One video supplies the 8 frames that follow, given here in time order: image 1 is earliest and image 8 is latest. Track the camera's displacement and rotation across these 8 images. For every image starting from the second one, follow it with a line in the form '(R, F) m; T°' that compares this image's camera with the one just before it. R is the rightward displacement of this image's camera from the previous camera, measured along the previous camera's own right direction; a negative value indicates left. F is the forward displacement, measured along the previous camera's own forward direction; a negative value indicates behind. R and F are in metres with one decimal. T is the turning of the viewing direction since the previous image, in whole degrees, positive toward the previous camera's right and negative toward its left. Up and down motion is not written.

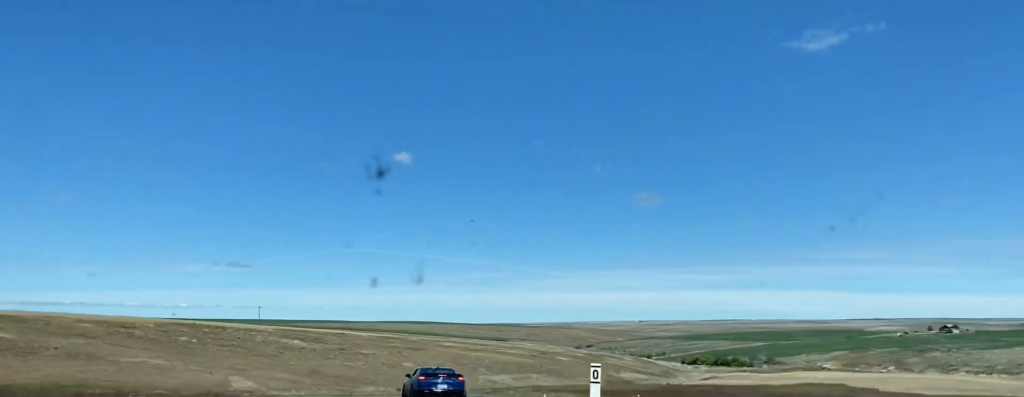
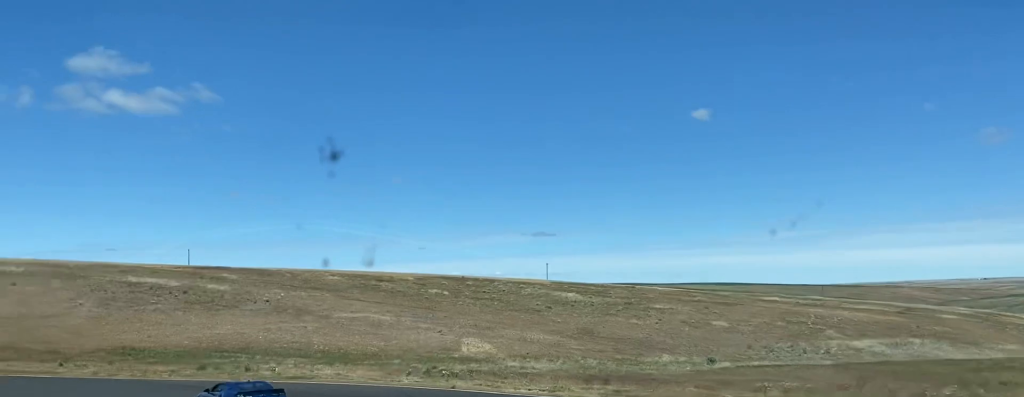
(-4.3, +52.7) m; -20°
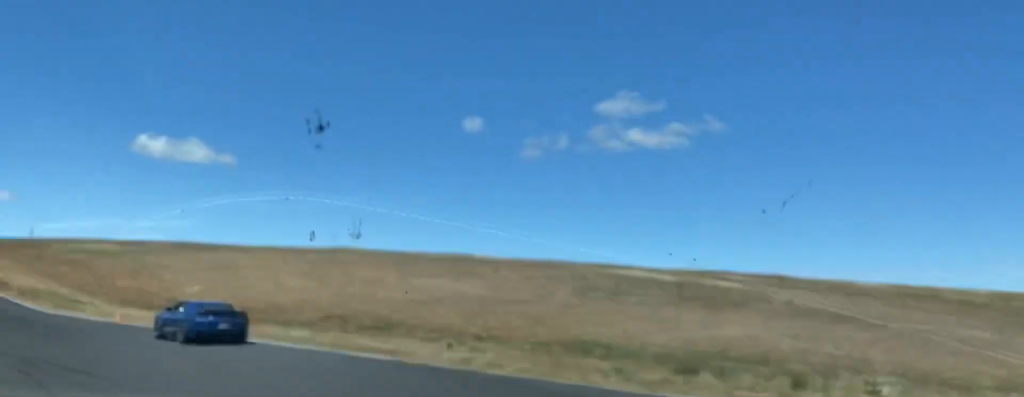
(-8.9, +31.5) m; -33°
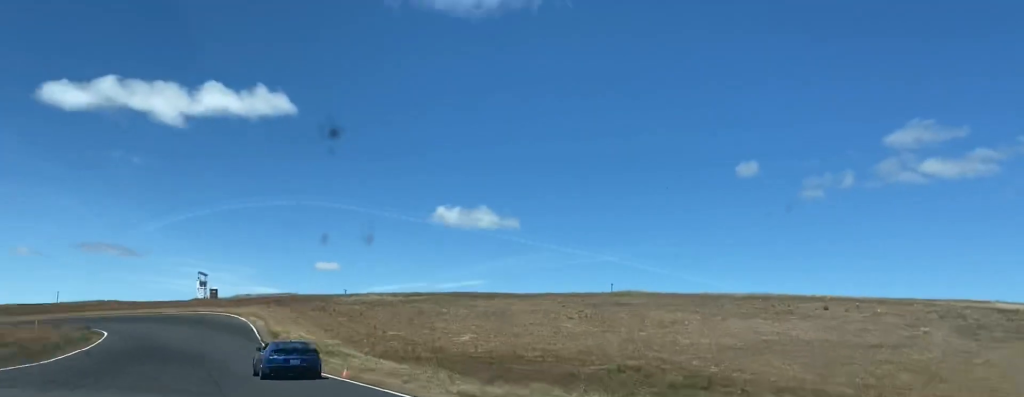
(-2.4, +15.9) m; -16°
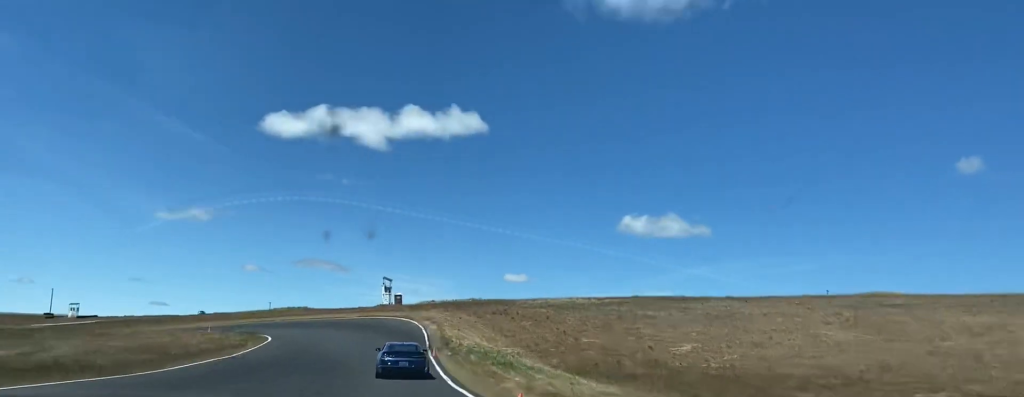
(-1.7, +13.4) m; -11°
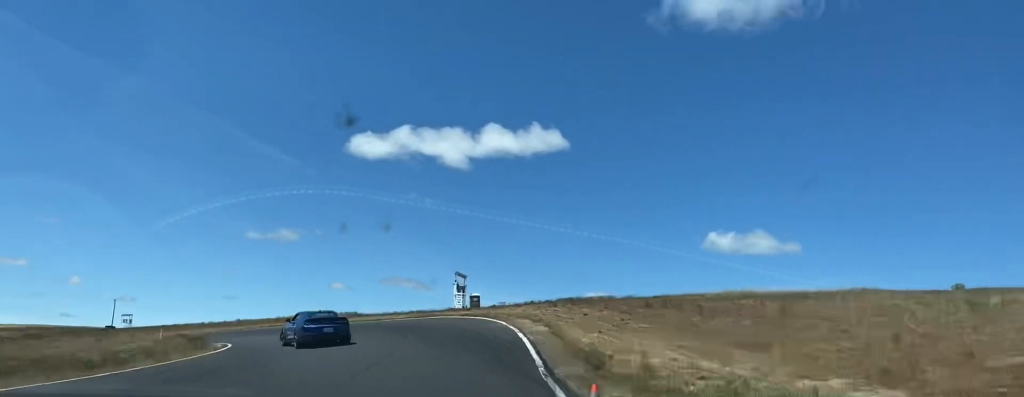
(-4.8, +31.5) m; -13°
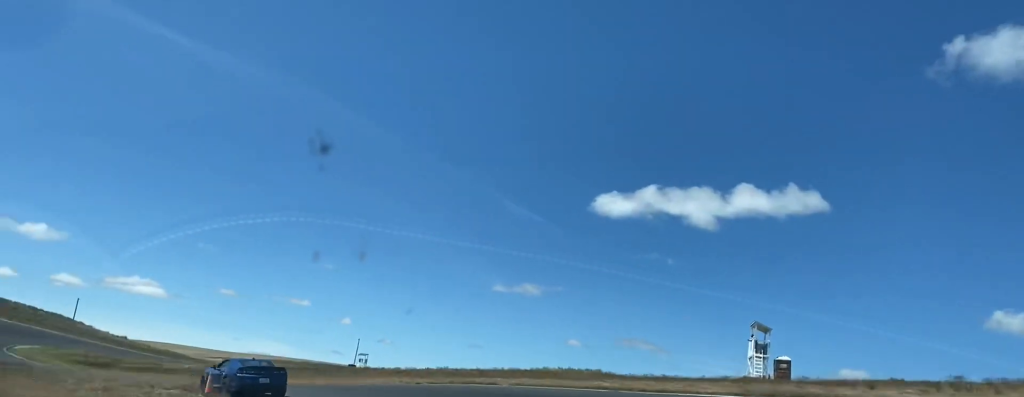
(-1.0, +26.7) m; -12°
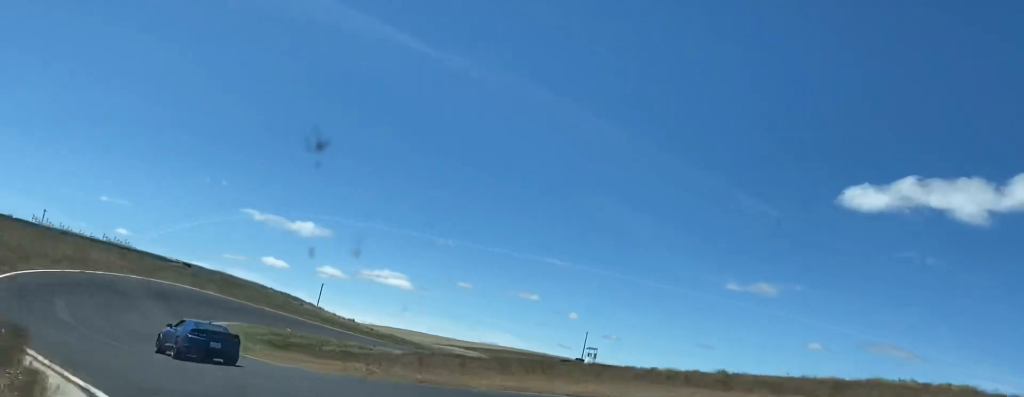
(-2.9, +19.0) m; -16°
